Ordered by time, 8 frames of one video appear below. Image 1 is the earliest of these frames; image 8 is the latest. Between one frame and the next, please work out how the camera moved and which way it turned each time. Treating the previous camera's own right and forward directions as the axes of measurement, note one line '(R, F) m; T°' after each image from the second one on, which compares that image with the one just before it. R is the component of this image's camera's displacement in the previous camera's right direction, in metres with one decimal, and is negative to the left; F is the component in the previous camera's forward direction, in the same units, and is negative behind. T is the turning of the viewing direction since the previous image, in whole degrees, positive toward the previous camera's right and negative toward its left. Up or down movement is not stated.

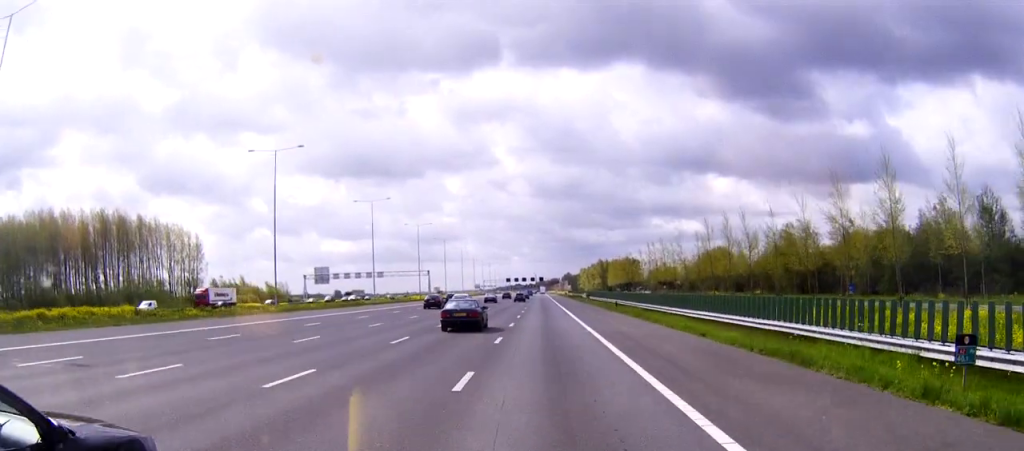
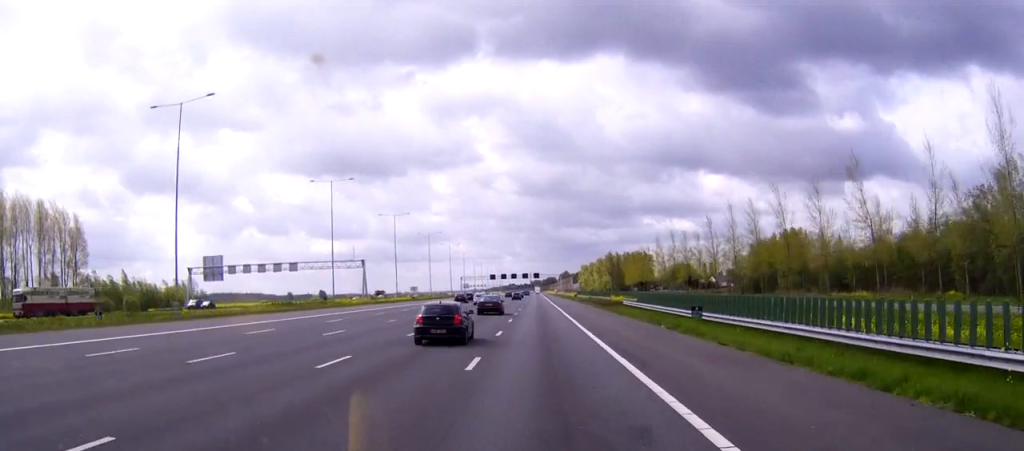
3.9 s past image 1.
(0.0, +78.5) m; 0°
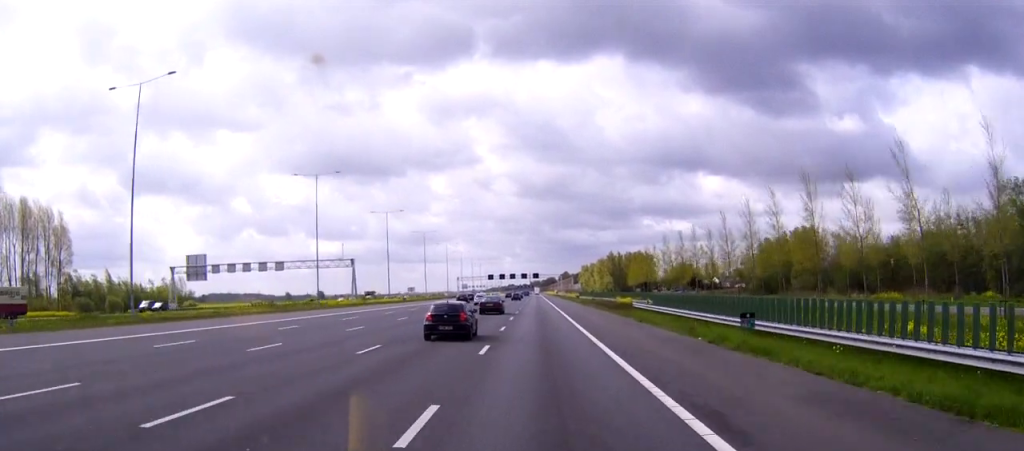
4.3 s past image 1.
(0.0, +8.1) m; 0°
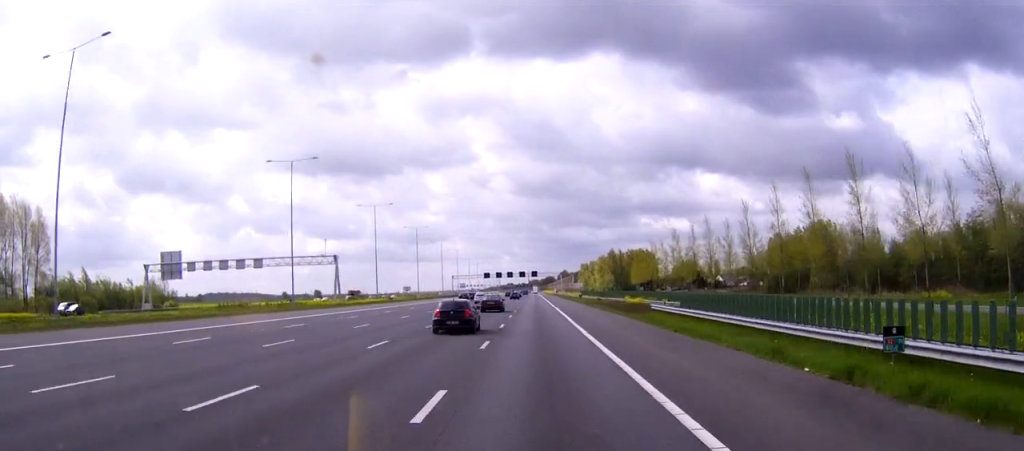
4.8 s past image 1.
(0.0, +10.8) m; 0°
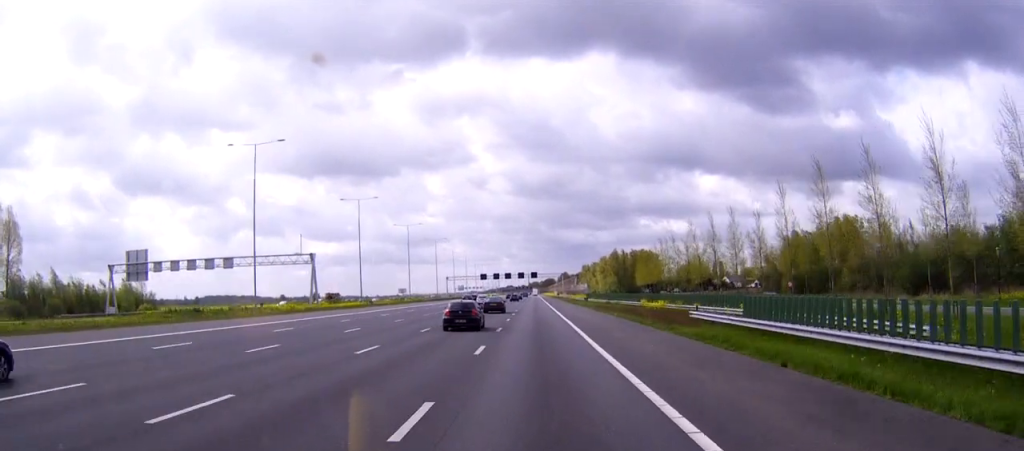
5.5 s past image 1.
(0.0, +13.5) m; 0°
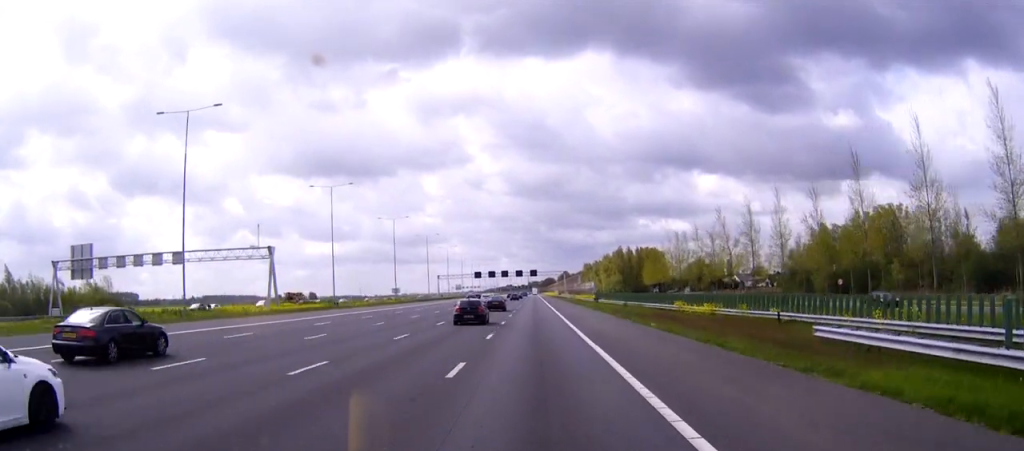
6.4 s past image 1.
(0.0, +18.3) m; 0°
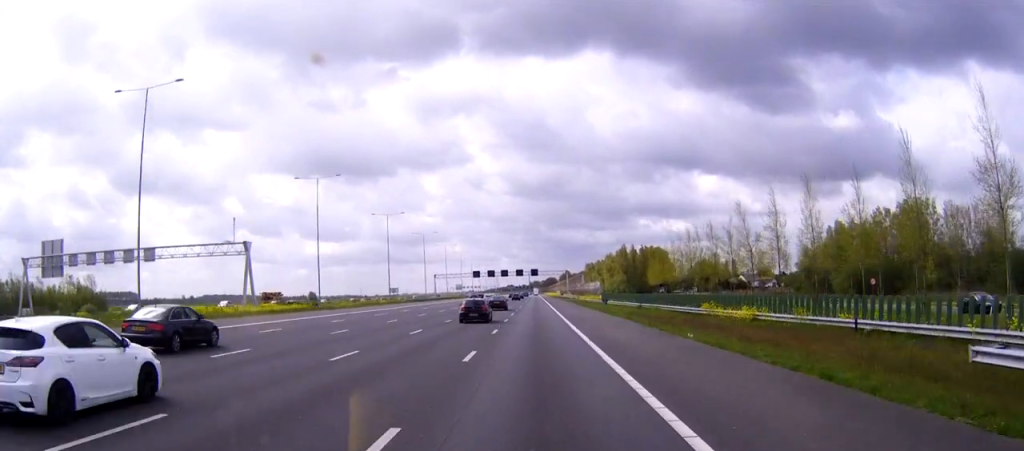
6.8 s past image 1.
(0.0, +8.8) m; 0°
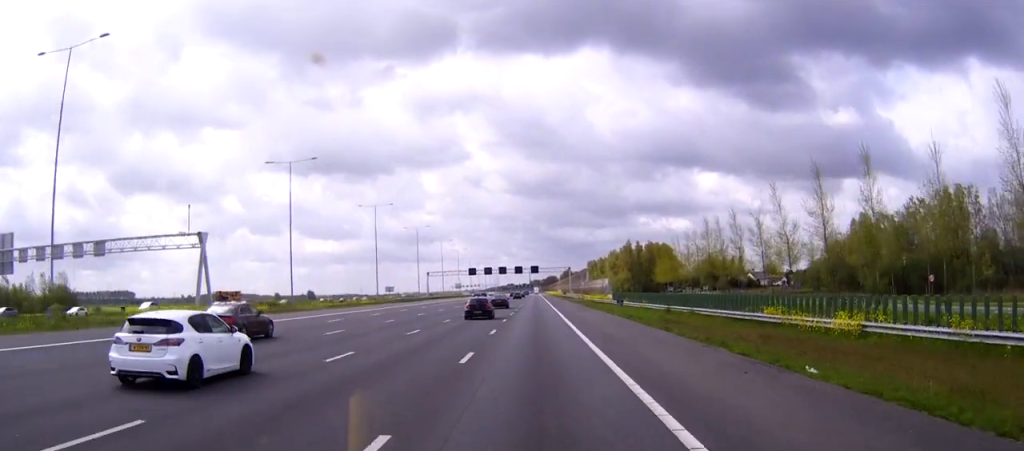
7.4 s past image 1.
(0.0, +12.9) m; 0°
